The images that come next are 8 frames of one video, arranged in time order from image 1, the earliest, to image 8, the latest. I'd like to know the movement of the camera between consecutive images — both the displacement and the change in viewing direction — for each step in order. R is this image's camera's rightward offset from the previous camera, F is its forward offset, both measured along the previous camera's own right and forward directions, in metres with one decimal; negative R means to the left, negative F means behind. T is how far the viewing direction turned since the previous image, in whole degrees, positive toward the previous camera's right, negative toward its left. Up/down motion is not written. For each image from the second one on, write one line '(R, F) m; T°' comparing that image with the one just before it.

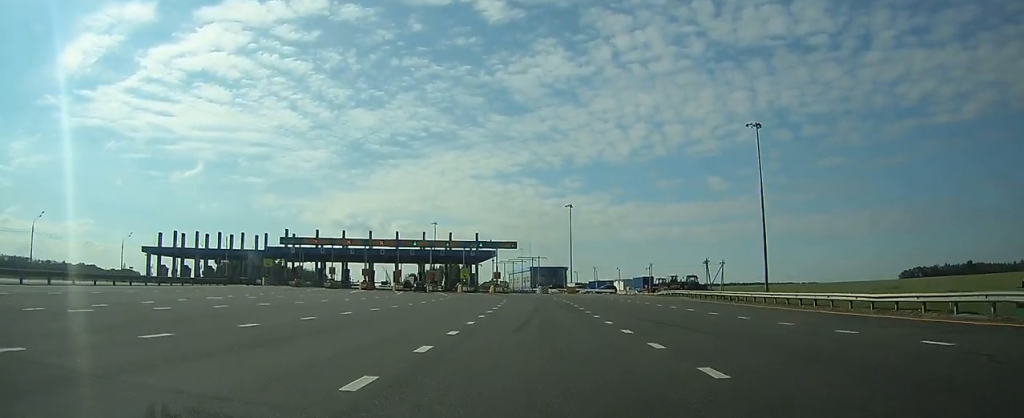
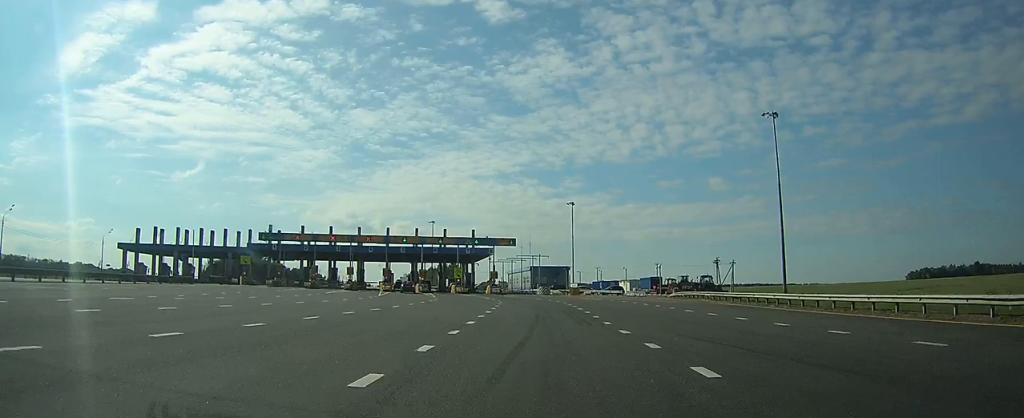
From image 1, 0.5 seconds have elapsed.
(+0.1, +7.5) m; +1°
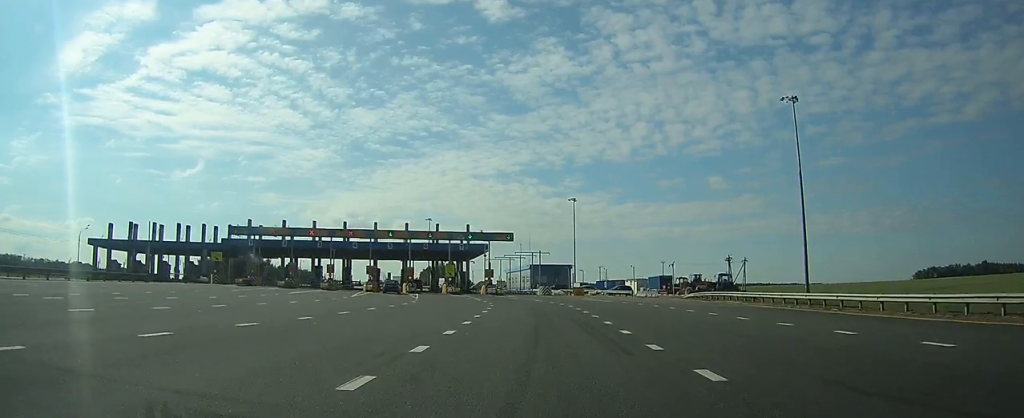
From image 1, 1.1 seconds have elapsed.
(0.0, +8.3) m; 0°
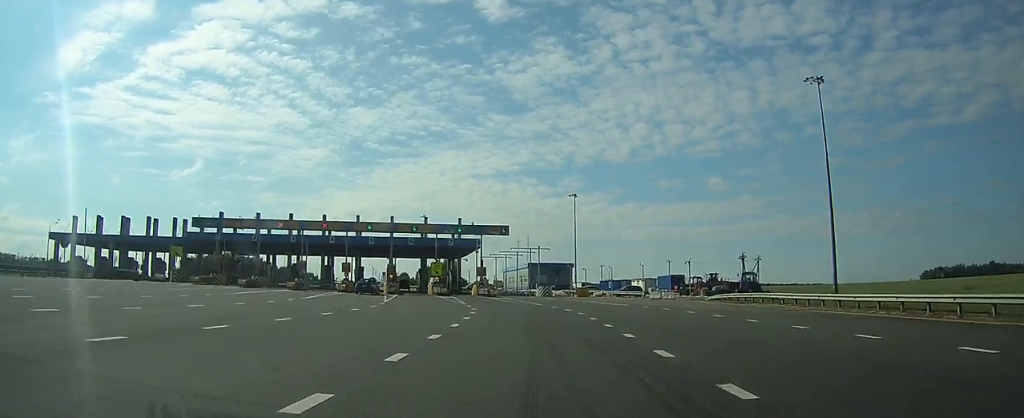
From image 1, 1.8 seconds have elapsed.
(0.0, +9.5) m; 0°
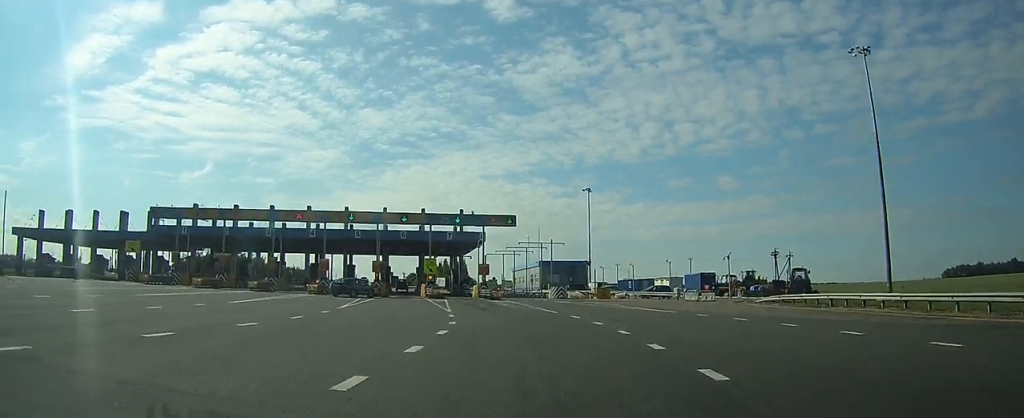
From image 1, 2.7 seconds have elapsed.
(0.0, +10.9) m; -1°
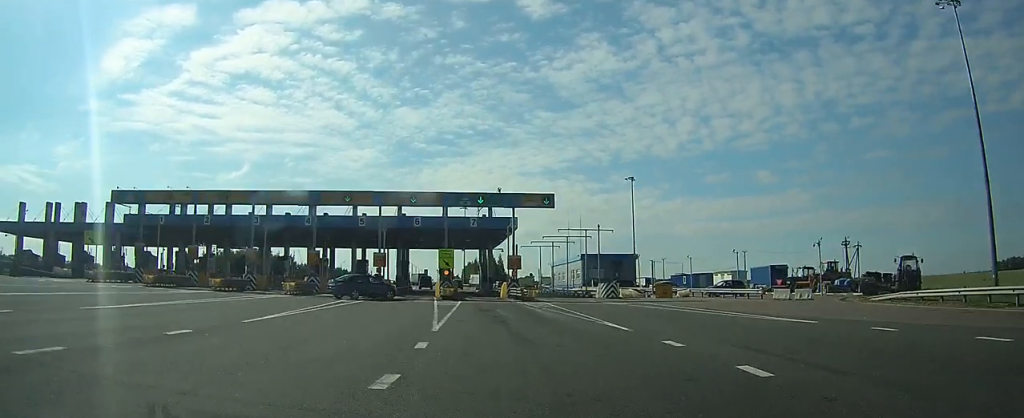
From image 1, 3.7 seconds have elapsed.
(-0.2, +12.4) m; -2°
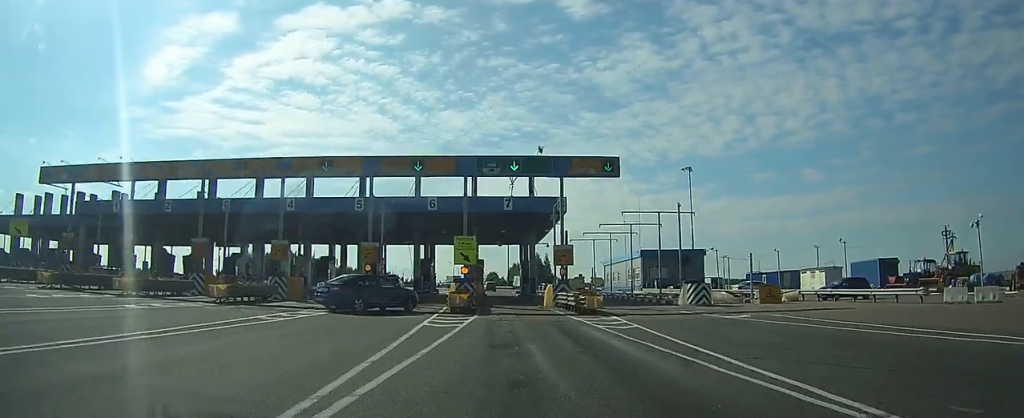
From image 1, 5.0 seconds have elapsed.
(-0.4, +15.0) m; -3°
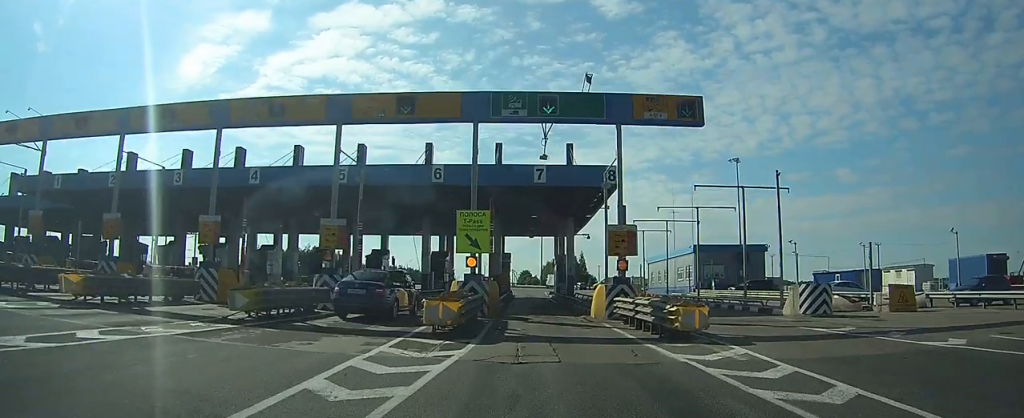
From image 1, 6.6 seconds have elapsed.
(-0.2, +14.4) m; -1°
